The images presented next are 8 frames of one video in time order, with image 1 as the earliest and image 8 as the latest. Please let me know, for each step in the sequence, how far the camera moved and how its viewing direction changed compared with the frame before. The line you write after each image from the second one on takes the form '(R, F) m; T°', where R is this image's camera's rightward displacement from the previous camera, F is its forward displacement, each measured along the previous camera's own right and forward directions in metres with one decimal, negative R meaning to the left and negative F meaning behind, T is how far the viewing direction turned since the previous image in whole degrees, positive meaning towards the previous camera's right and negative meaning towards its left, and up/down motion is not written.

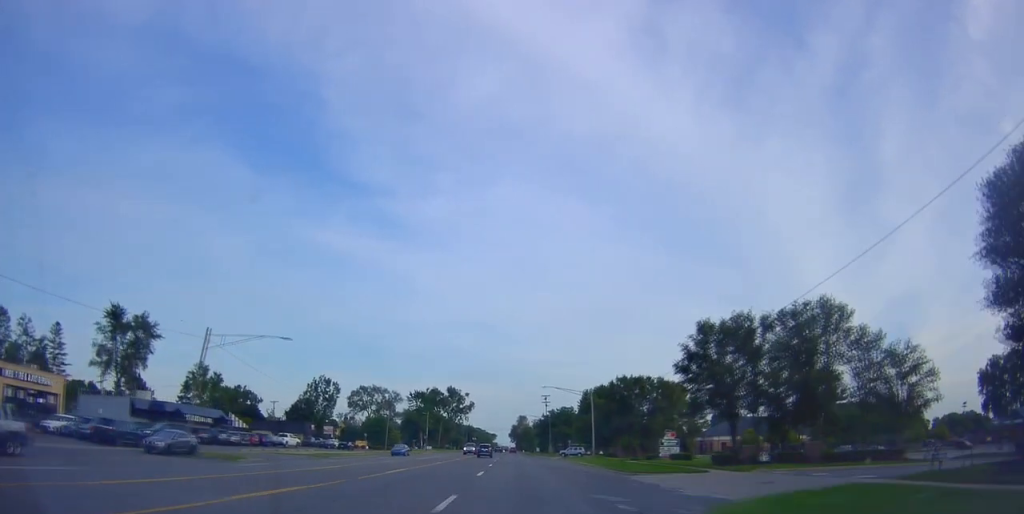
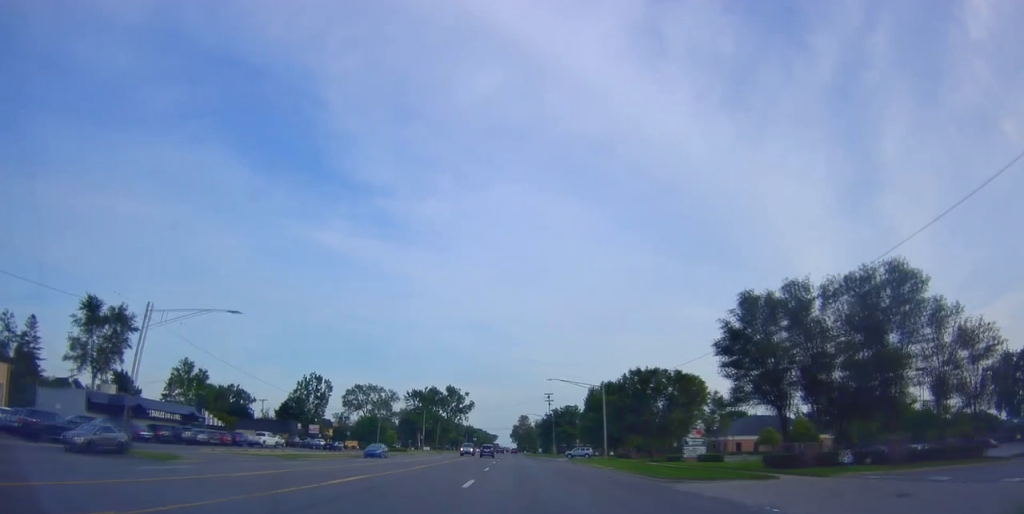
(+0.2, +8.1) m; +2°
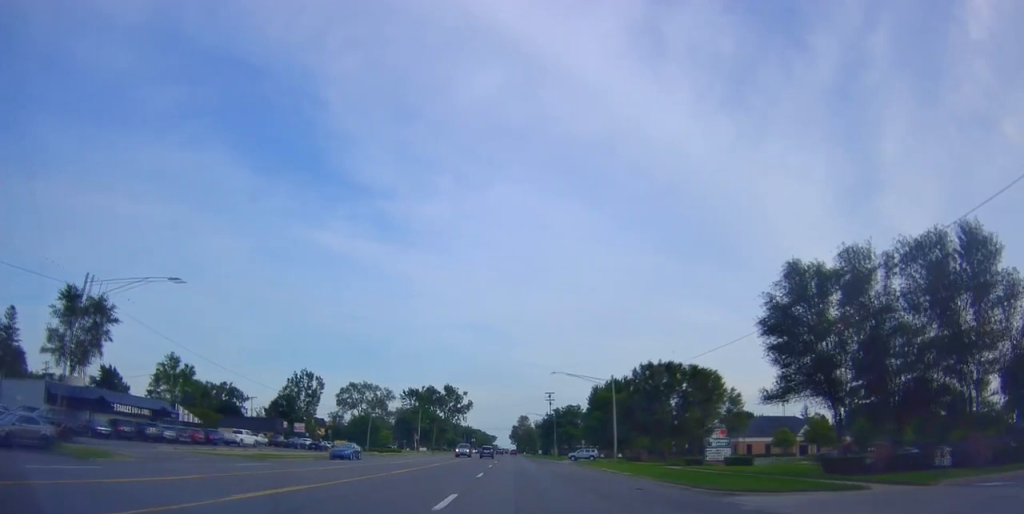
(0.0, +6.5) m; 0°
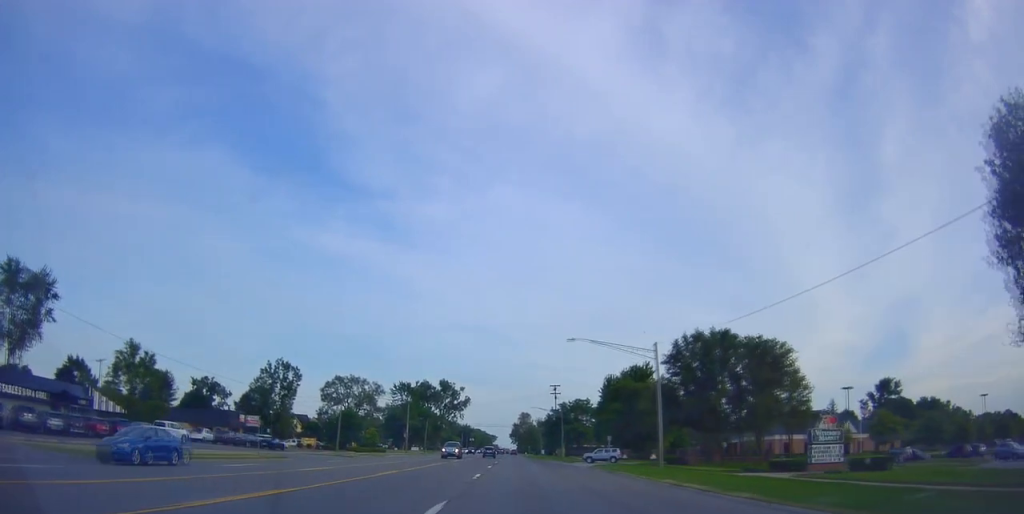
(0.0, +16.8) m; 0°
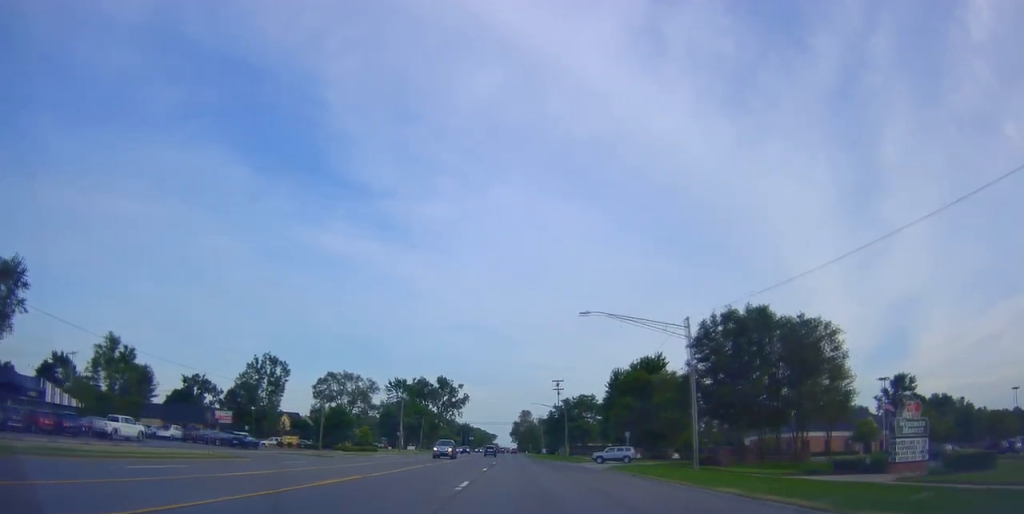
(0.0, +7.3) m; 0°
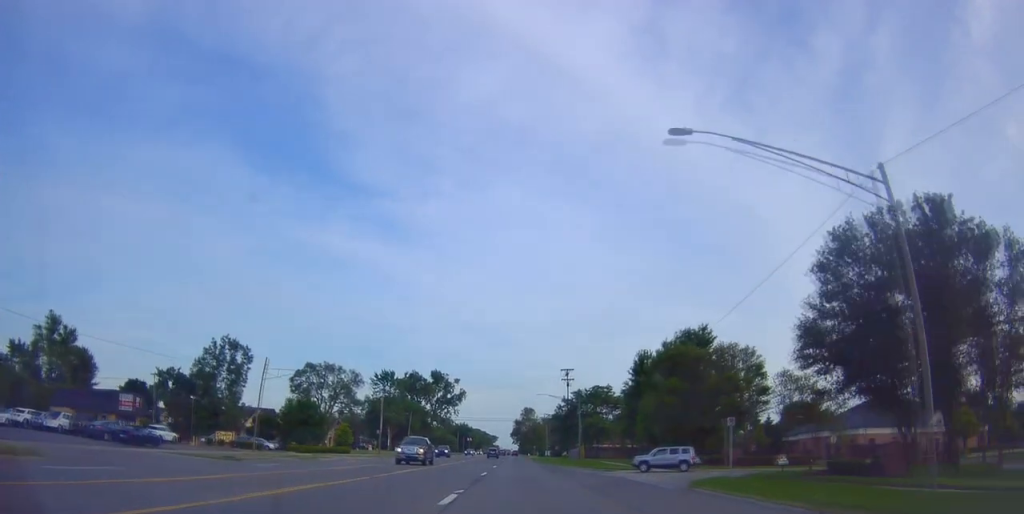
(-0.2, +19.4) m; -1°
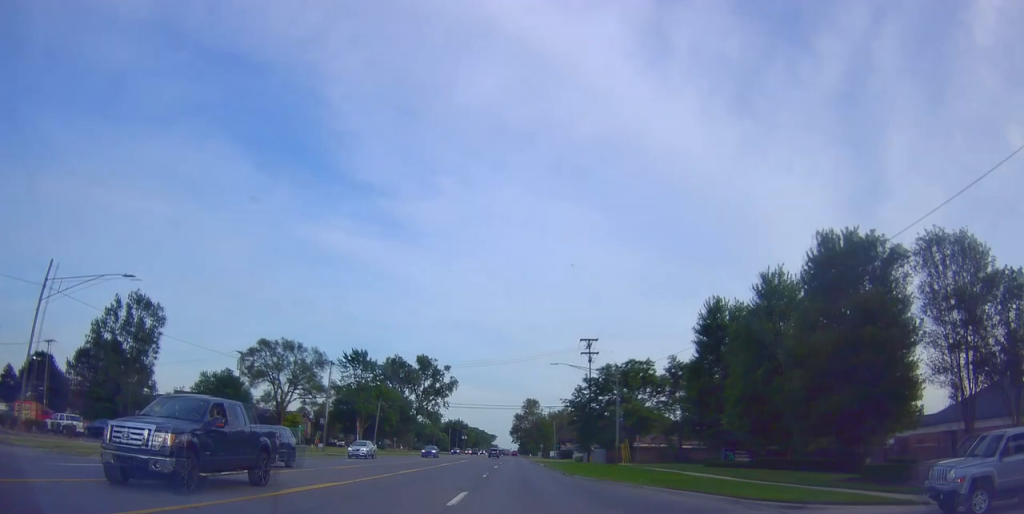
(+0.1, +30.9) m; +1°
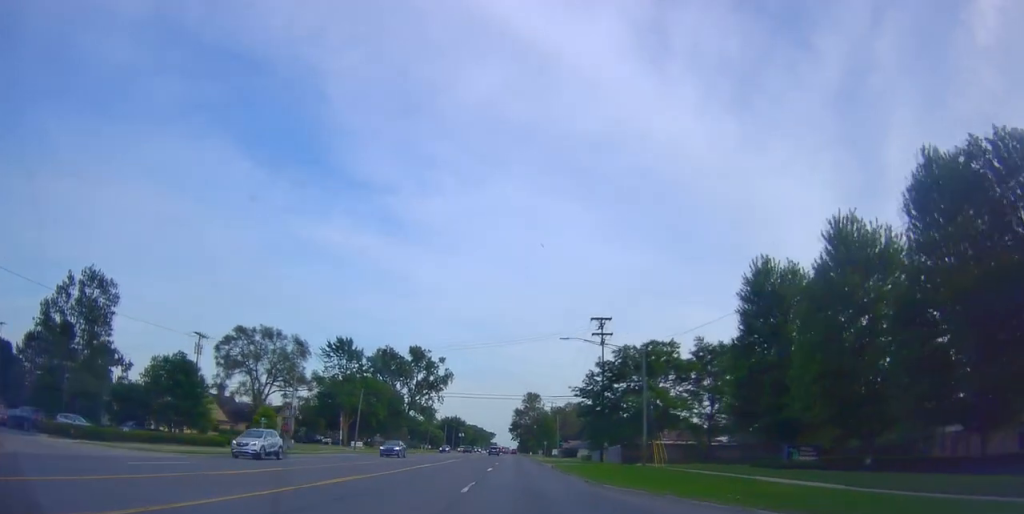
(0.0, +11.9) m; 0°
